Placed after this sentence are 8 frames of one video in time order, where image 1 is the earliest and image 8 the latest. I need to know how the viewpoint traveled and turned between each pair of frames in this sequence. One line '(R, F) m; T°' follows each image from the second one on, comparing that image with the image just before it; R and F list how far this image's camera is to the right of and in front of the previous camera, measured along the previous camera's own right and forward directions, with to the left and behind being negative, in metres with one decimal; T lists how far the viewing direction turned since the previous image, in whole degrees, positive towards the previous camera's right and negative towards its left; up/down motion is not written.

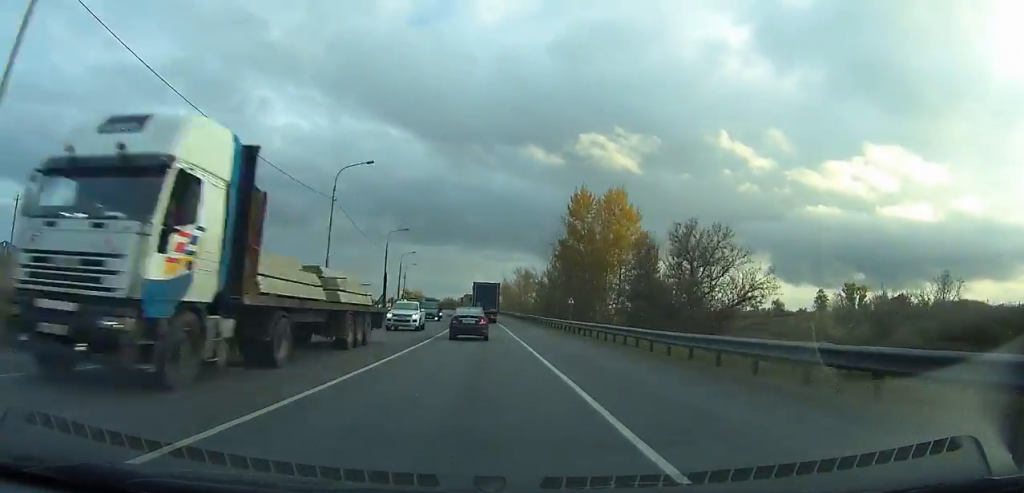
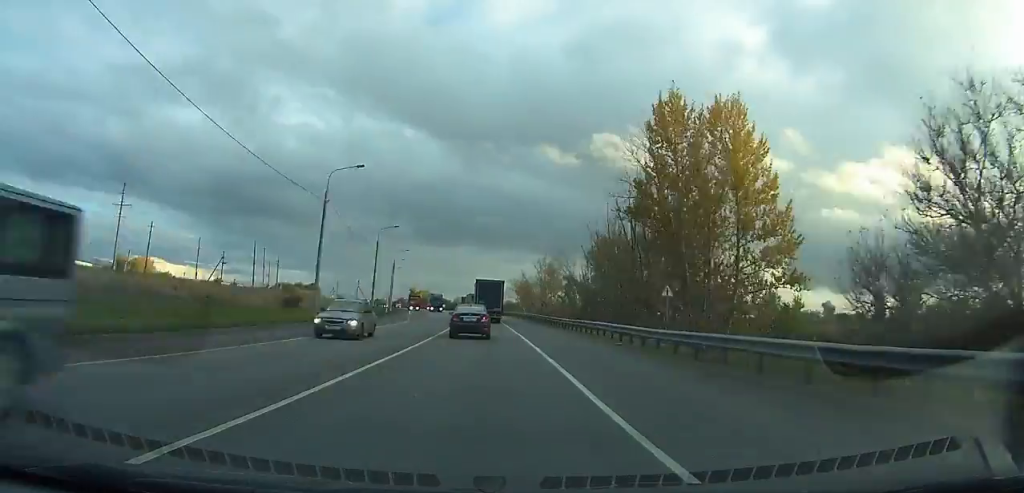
(0.0, +30.4) m; -1°
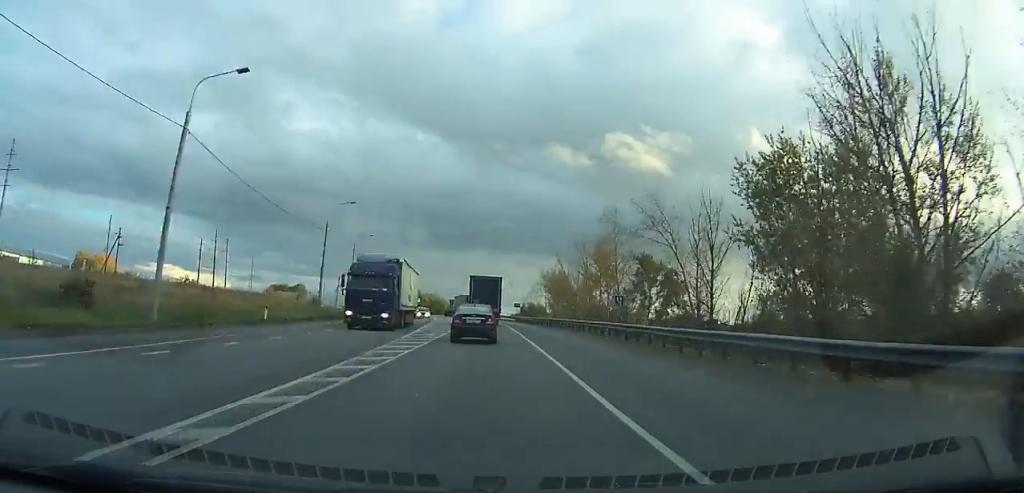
(-1.1, +45.7) m; -2°
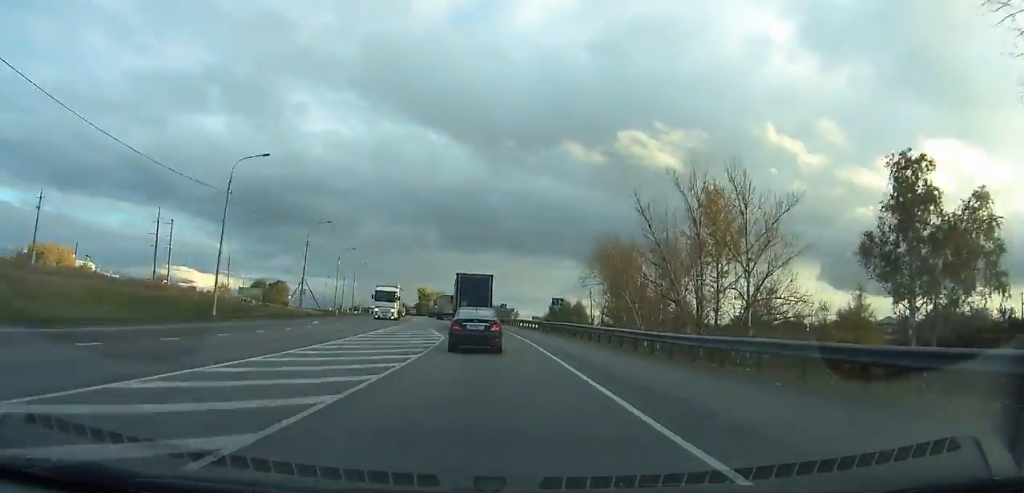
(-0.7, +44.7) m; -2°
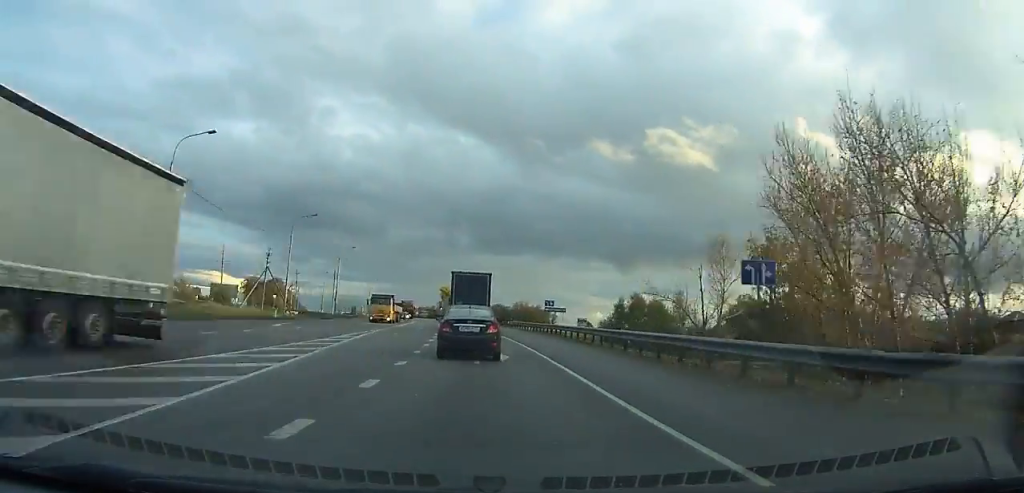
(-0.3, +36.8) m; -2°
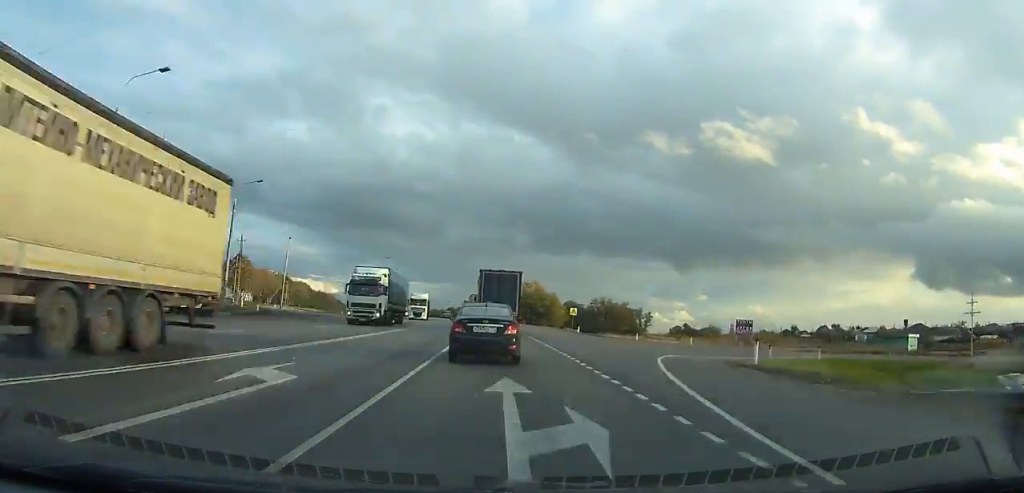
(-4.0, +78.7) m; -4°
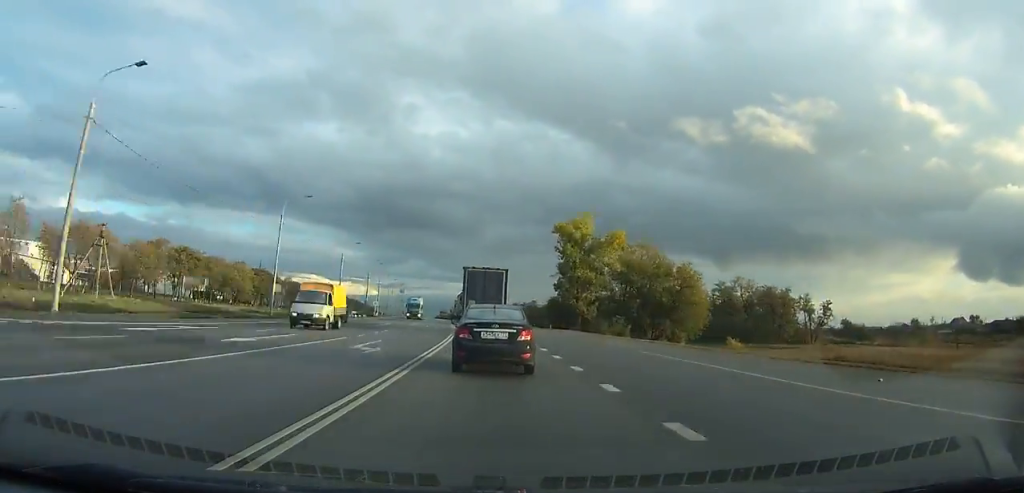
(+5.0, +97.5) m; -6°
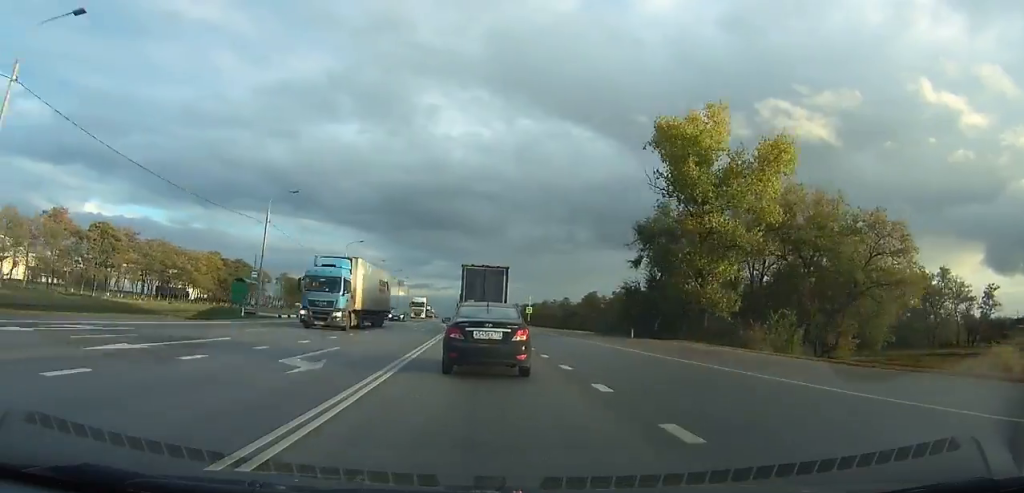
(-3.9, +30.6) m; -8°
